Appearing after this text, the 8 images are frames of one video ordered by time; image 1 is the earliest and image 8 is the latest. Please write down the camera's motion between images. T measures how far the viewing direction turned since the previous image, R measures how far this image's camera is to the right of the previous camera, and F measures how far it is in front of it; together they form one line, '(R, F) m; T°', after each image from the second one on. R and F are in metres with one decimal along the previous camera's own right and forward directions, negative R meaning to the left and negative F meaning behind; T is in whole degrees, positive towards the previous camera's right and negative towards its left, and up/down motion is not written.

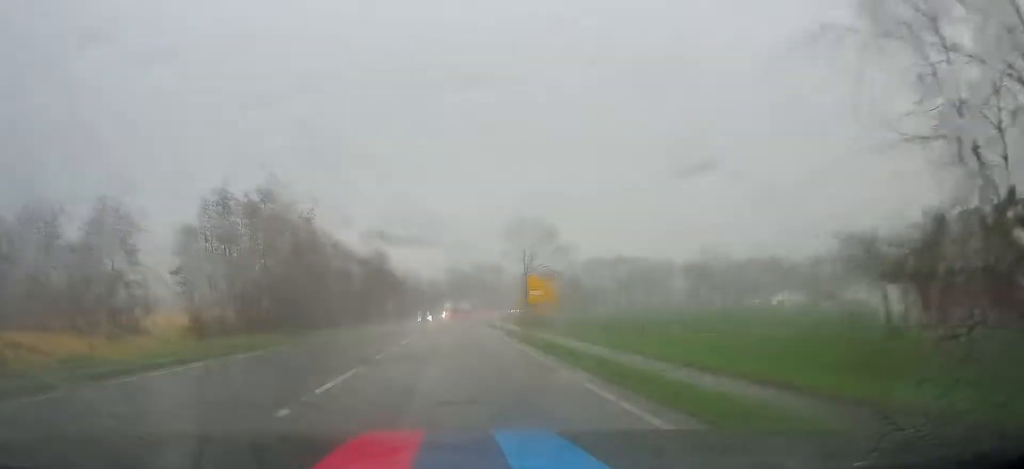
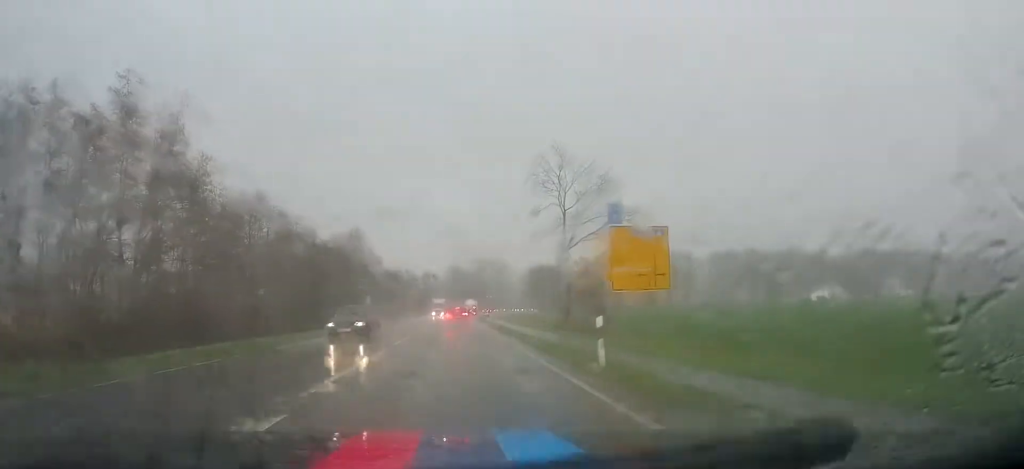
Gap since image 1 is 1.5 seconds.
(+1.0, +29.3) m; +3°
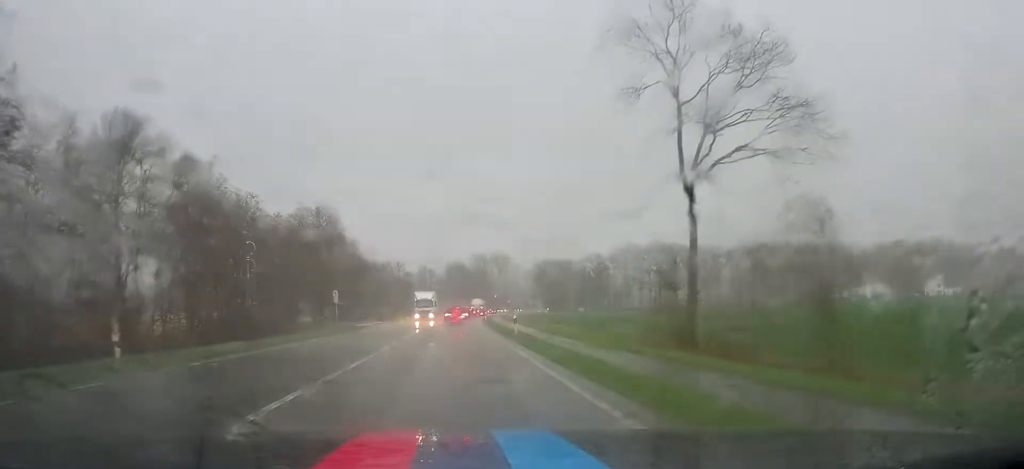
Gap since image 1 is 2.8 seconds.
(-0.8, +25.4) m; -3°
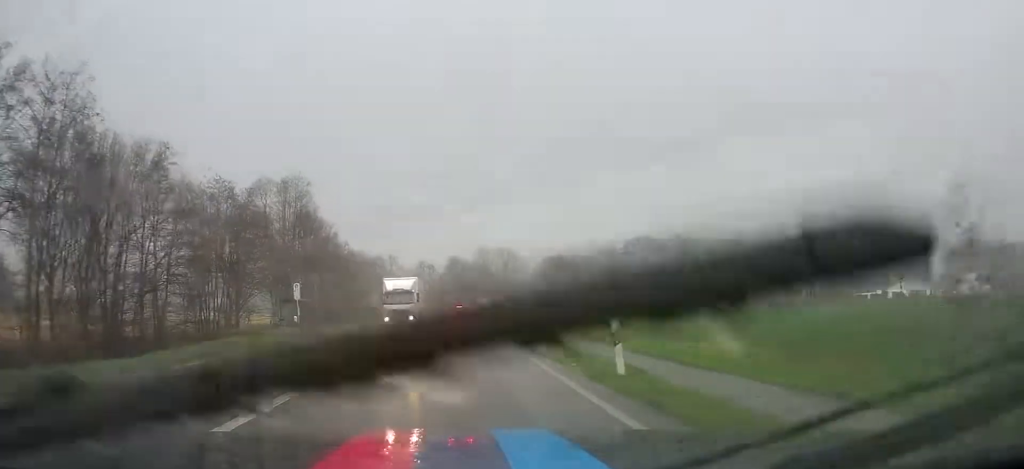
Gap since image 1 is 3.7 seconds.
(-0.2, +18.4) m; +1°
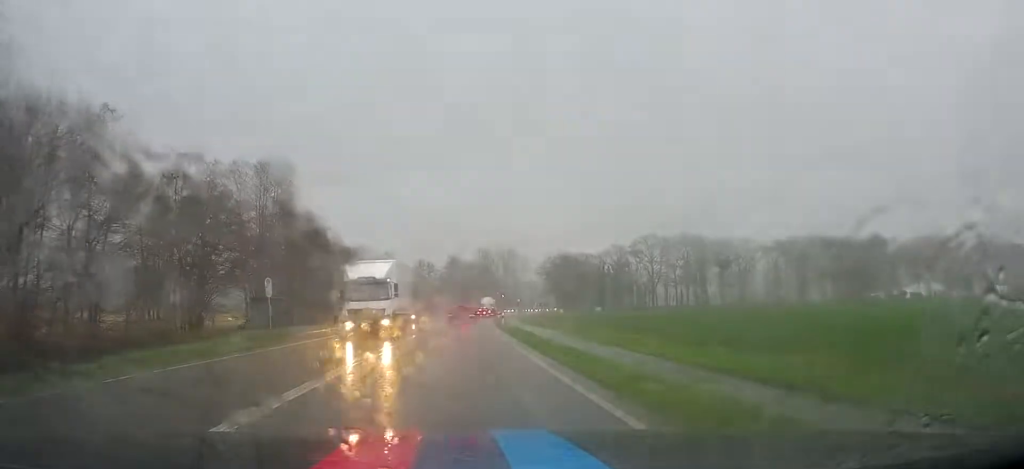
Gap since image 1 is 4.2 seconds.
(+0.3, +9.0) m; +1°
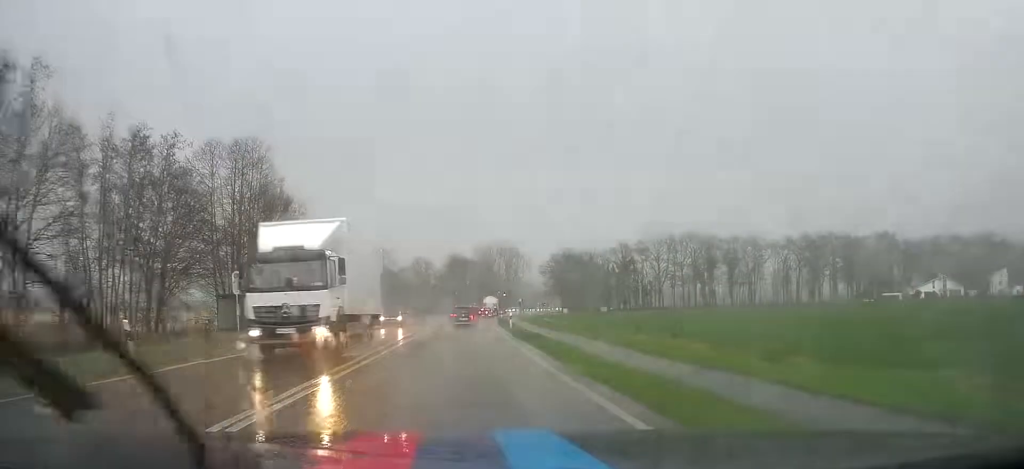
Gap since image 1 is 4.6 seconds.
(+0.1, +7.5) m; 0°
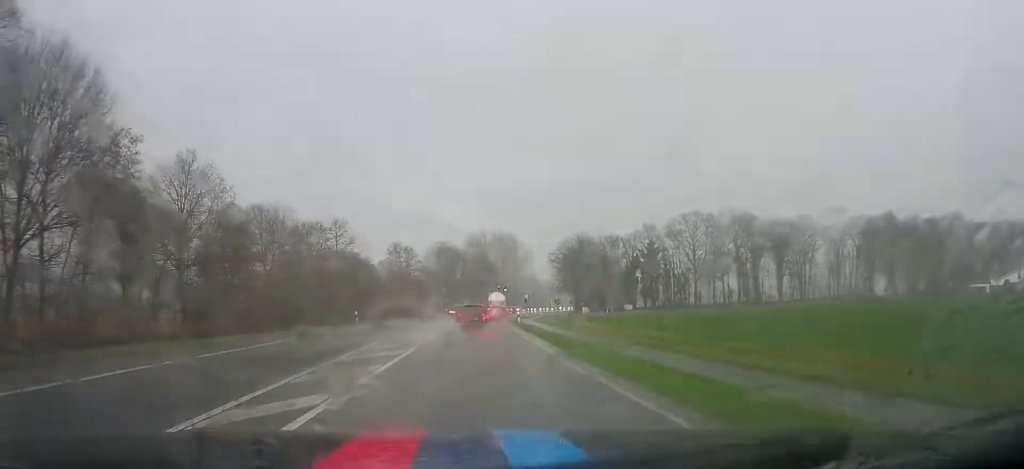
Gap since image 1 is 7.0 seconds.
(-1.2, +39.7) m; 0°
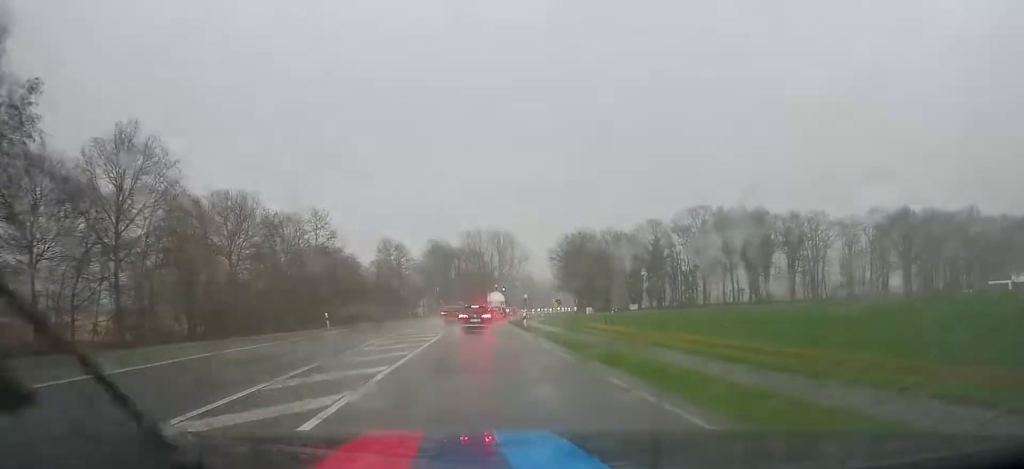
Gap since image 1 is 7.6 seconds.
(0.0, +8.9) m; +1°
